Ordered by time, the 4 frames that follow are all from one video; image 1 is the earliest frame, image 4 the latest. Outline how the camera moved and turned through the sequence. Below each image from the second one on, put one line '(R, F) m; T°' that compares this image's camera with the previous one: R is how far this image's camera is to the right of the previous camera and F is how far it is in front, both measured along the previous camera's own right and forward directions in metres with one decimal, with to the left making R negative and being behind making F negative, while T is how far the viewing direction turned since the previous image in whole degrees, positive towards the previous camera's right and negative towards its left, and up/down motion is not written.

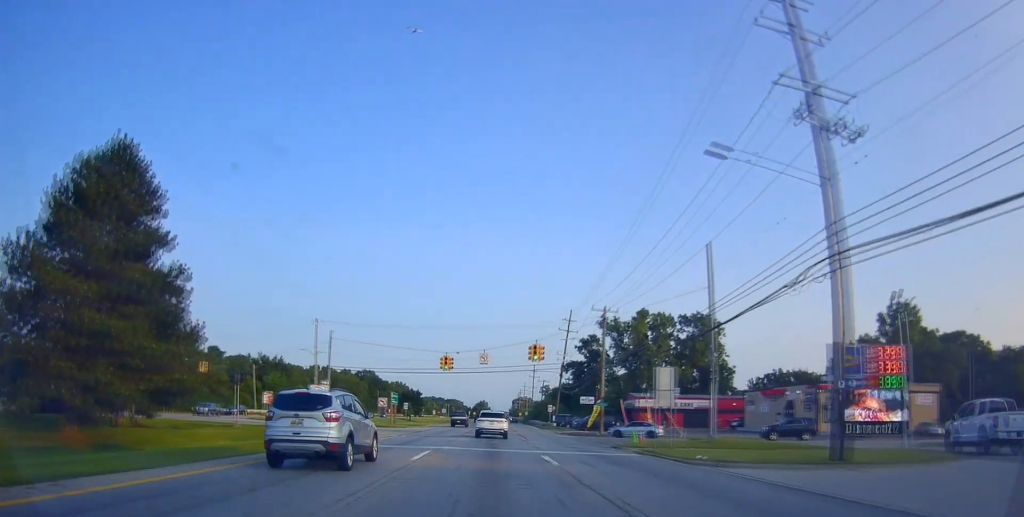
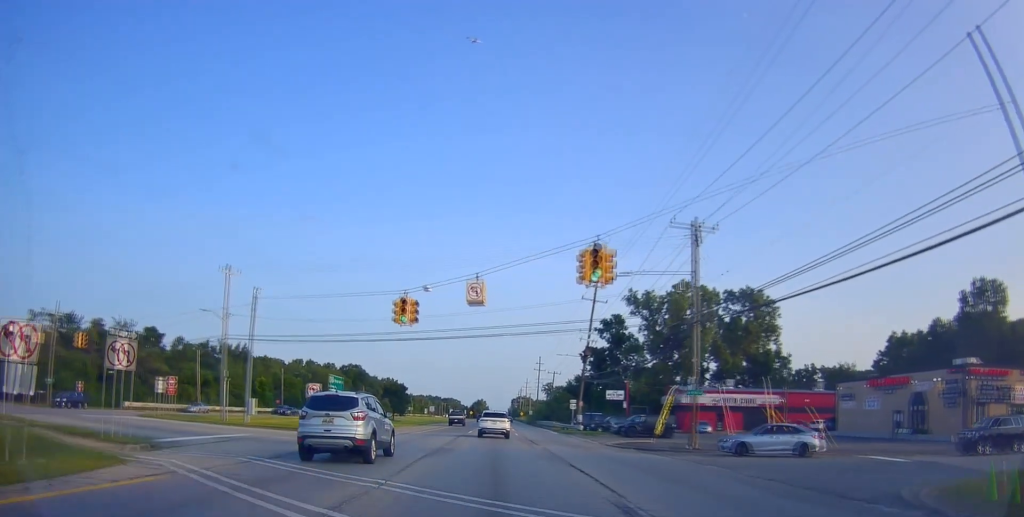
(-0.4, +24.7) m; -1°
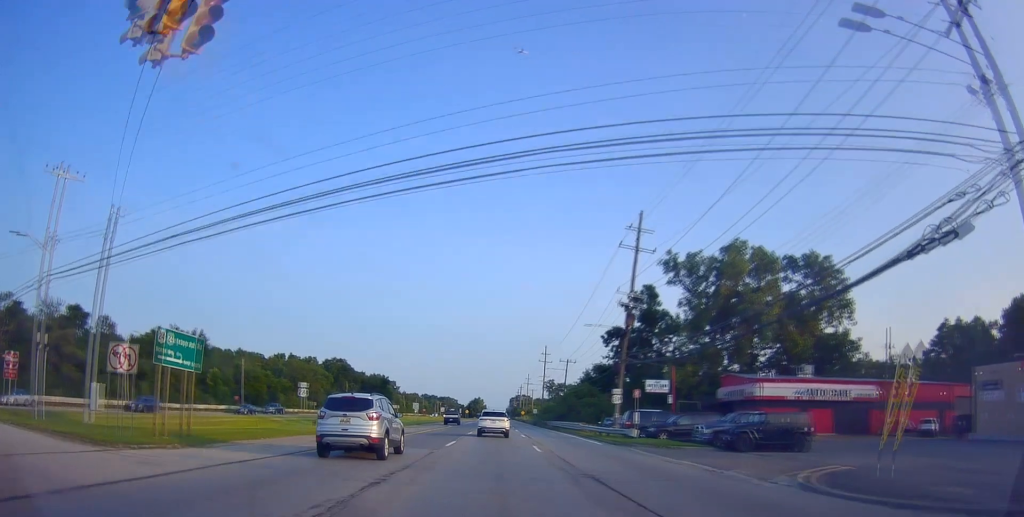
(+0.2, +20.9) m; +2°
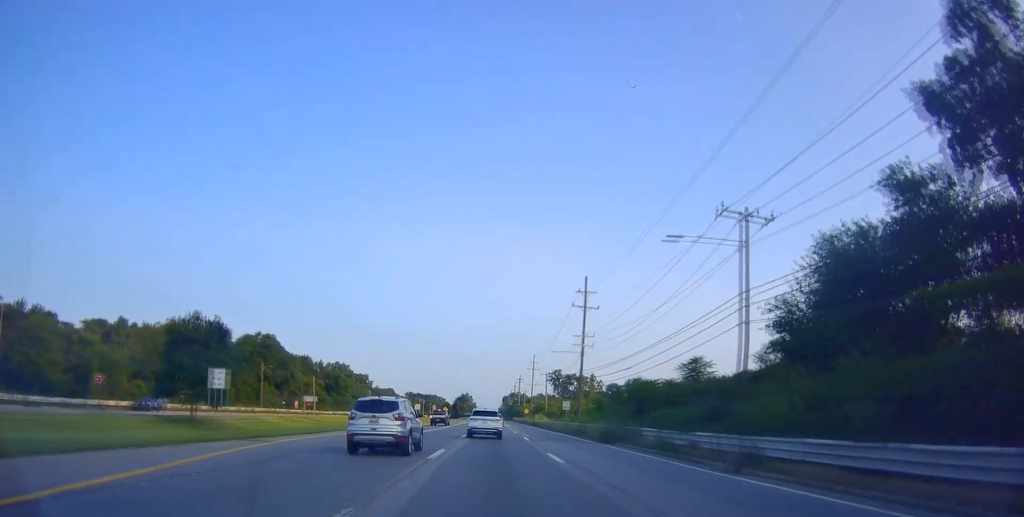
(-0.6, +63.2) m; -1°
